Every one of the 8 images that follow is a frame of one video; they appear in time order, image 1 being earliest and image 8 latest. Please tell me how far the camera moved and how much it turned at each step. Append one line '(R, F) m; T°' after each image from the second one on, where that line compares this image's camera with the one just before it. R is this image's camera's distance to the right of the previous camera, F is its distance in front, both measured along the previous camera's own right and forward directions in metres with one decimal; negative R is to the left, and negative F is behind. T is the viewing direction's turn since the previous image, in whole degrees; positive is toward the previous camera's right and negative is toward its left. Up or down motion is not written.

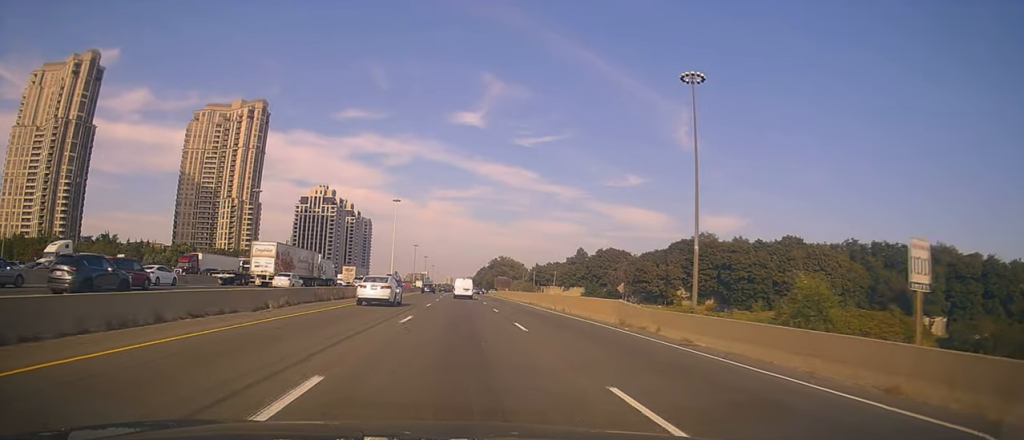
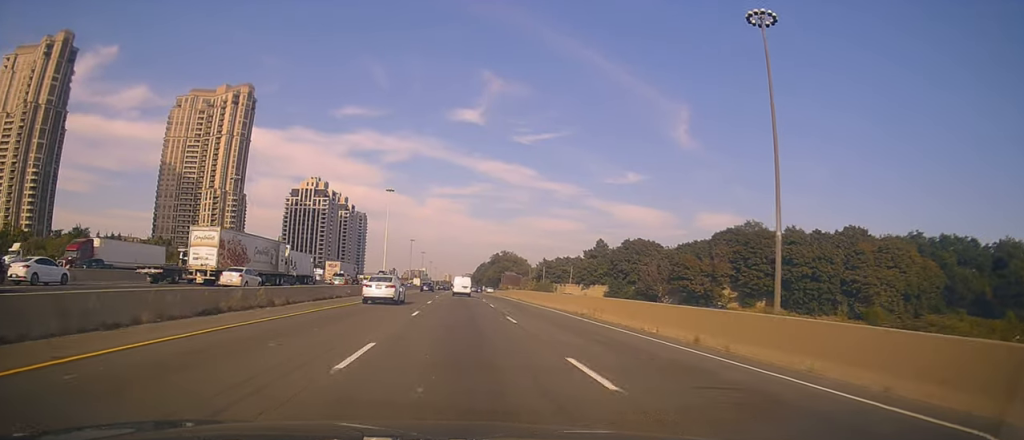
(-0.9, +21.2) m; -1°
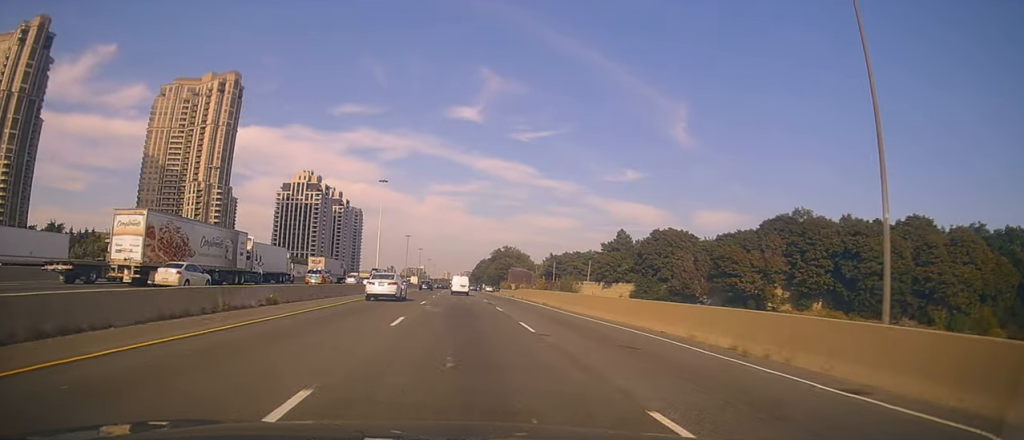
(+0.2, +17.0) m; +1°
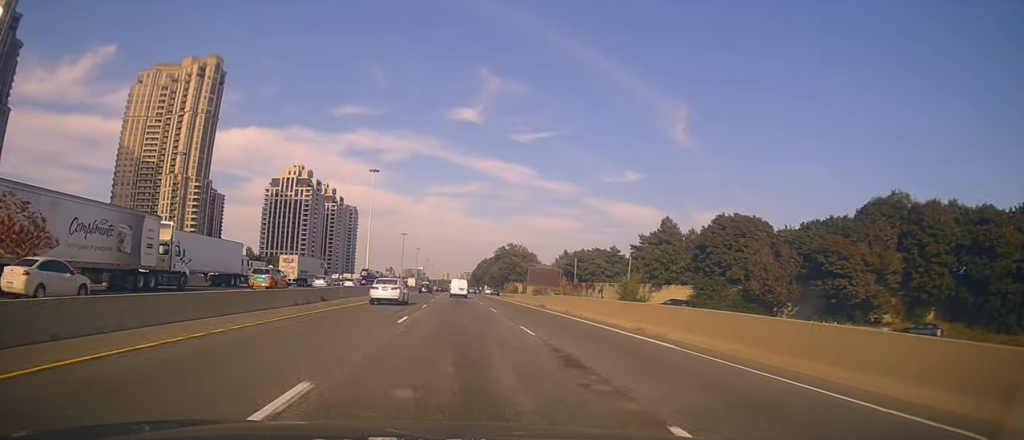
(+0.3, +23.8) m; +1°
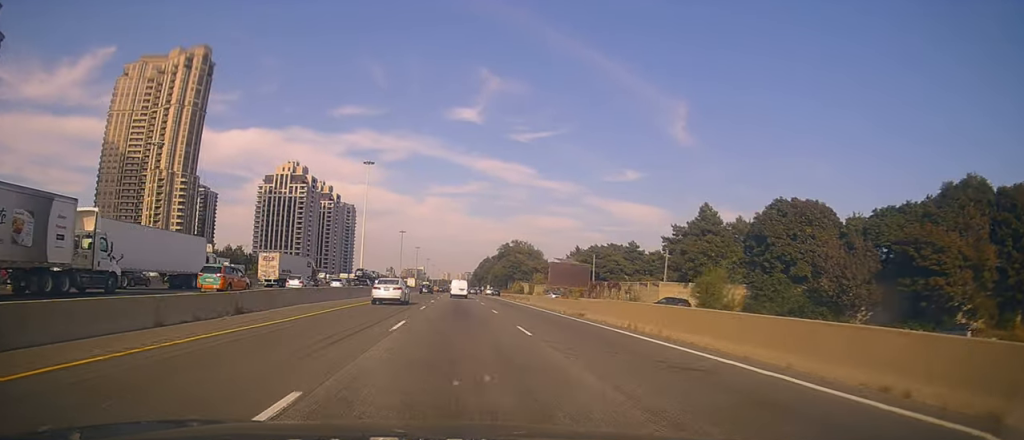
(0.0, +13.6) m; 0°
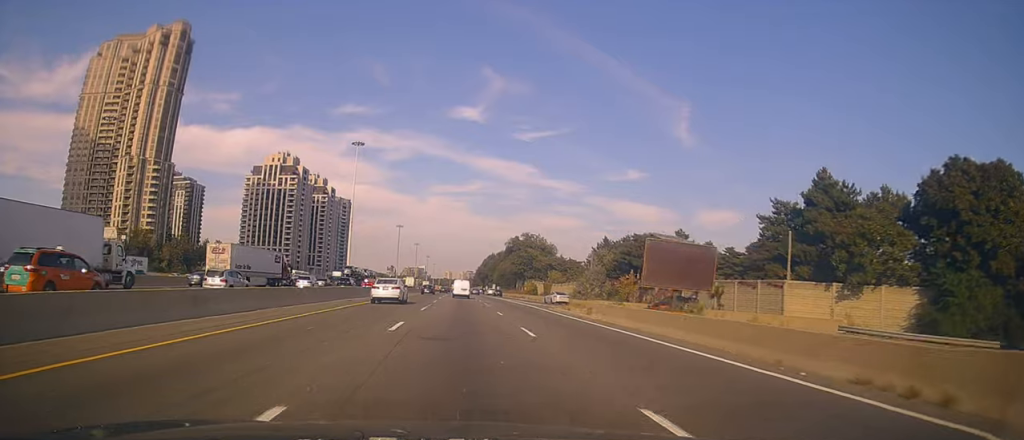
(0.0, +24.6) m; -1°
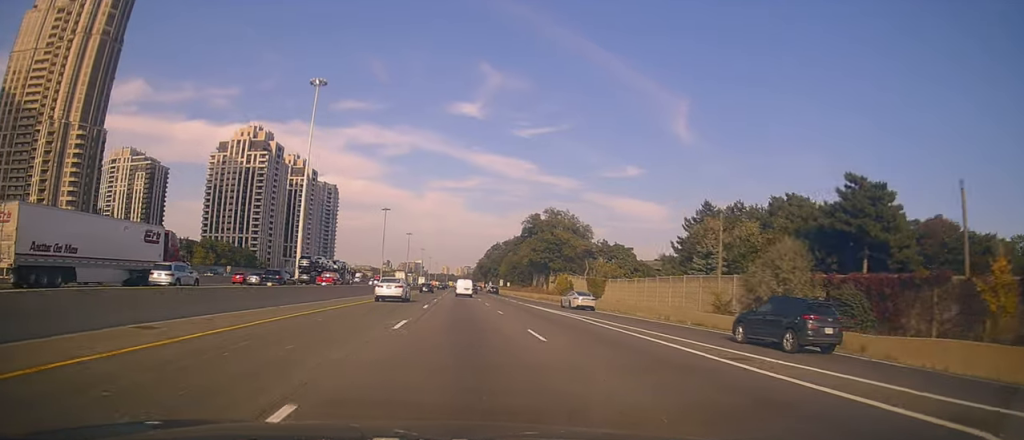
(0.0, +48.1) m; +1°
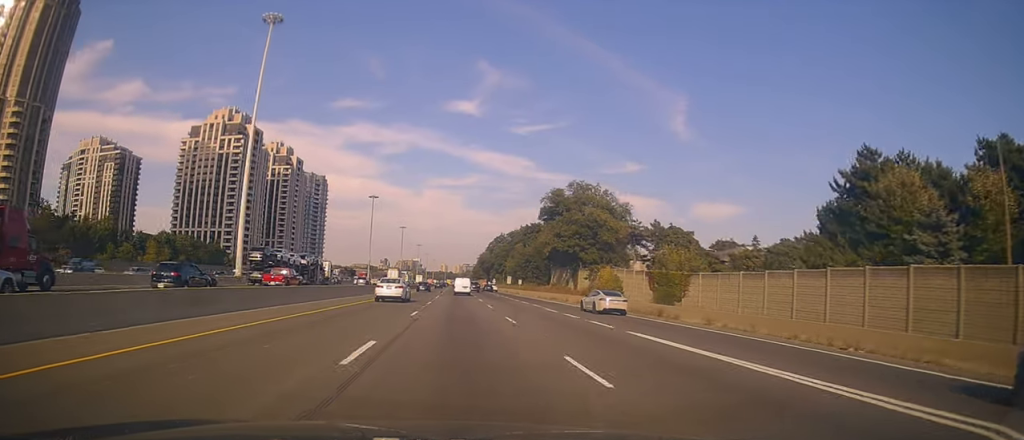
(+0.1, +30.1) m; 0°
